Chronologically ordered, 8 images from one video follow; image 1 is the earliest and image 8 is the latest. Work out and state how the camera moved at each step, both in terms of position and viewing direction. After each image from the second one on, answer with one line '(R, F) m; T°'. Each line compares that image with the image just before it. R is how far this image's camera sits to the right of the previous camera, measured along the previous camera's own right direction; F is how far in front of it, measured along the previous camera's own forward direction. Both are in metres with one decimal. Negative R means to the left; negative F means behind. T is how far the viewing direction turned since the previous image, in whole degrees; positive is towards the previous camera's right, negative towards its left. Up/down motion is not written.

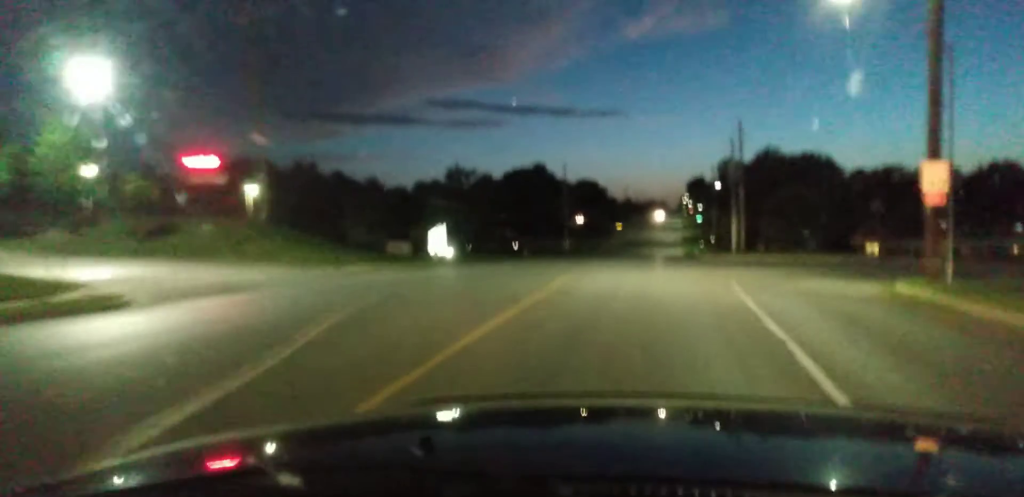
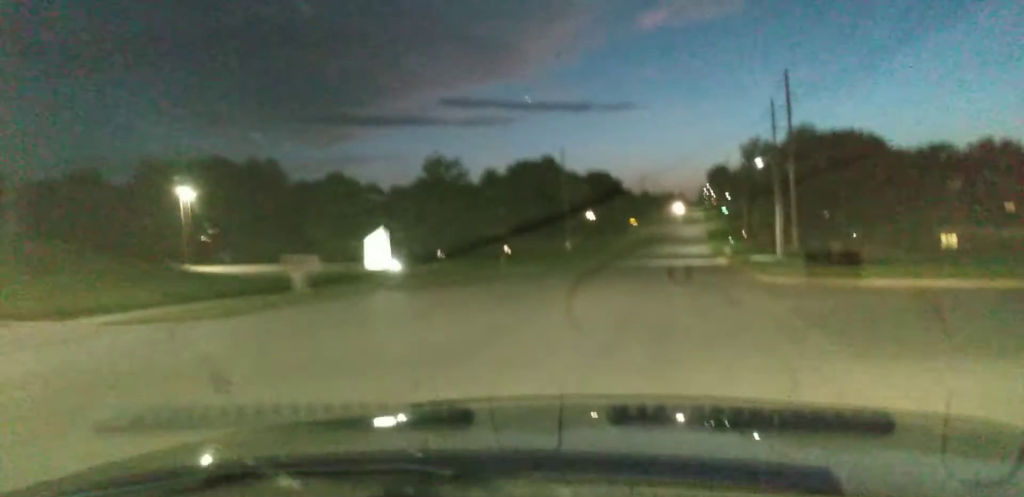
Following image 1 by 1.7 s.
(+0.5, +19.7) m; +1°
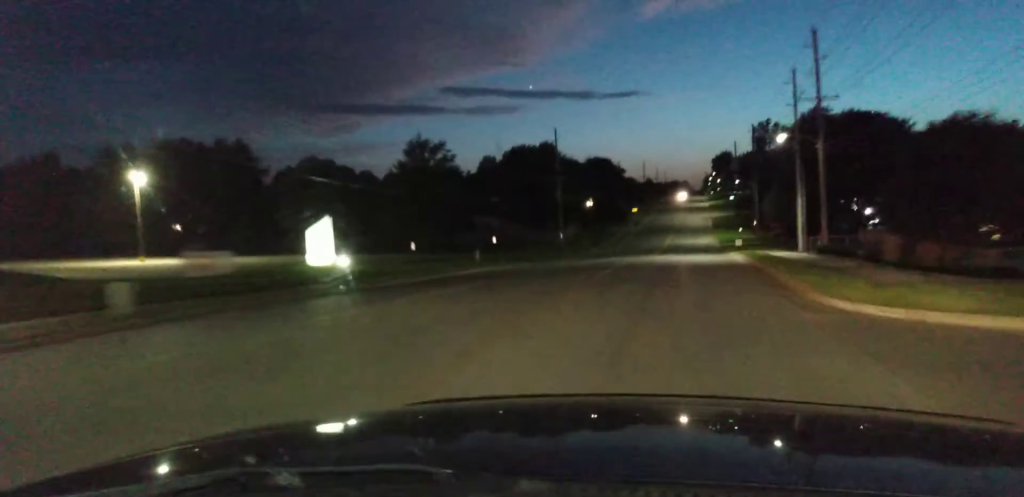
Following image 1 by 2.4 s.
(-0.2, +9.7) m; -1°
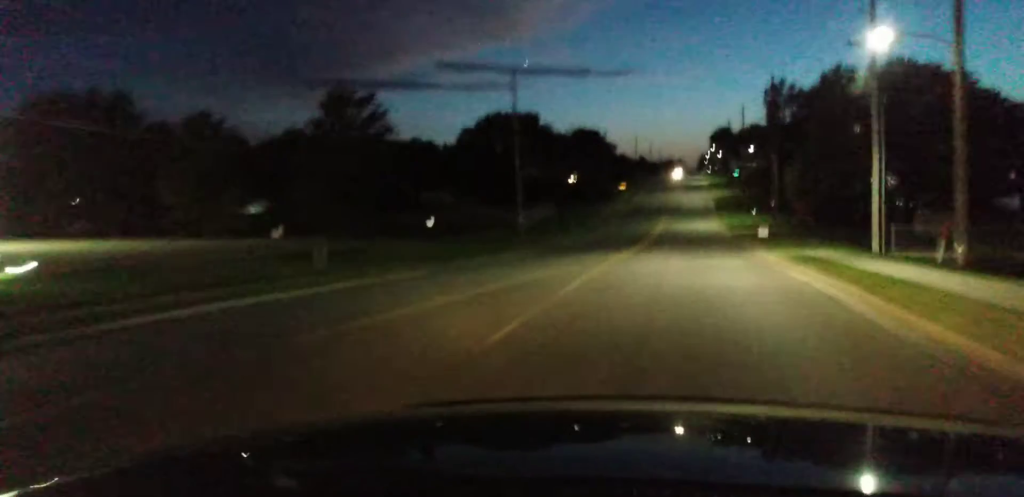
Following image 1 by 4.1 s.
(-0.4, +24.1) m; -1°
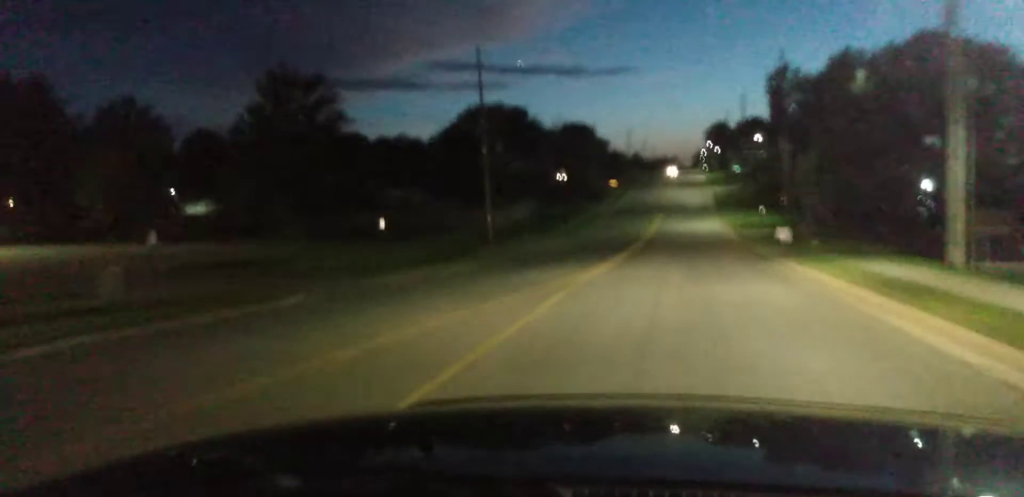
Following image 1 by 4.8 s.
(0.0, +10.5) m; +1°
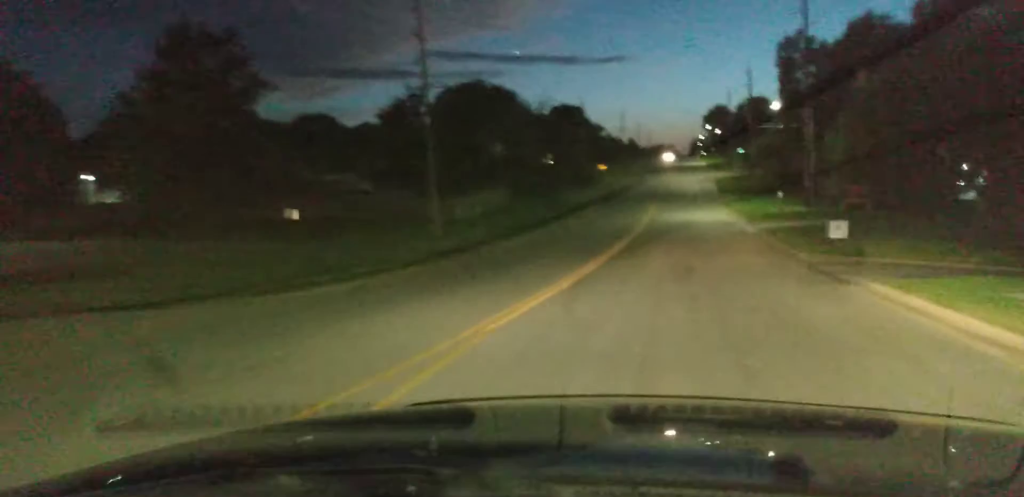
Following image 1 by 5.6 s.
(+0.3, +13.5) m; +1°
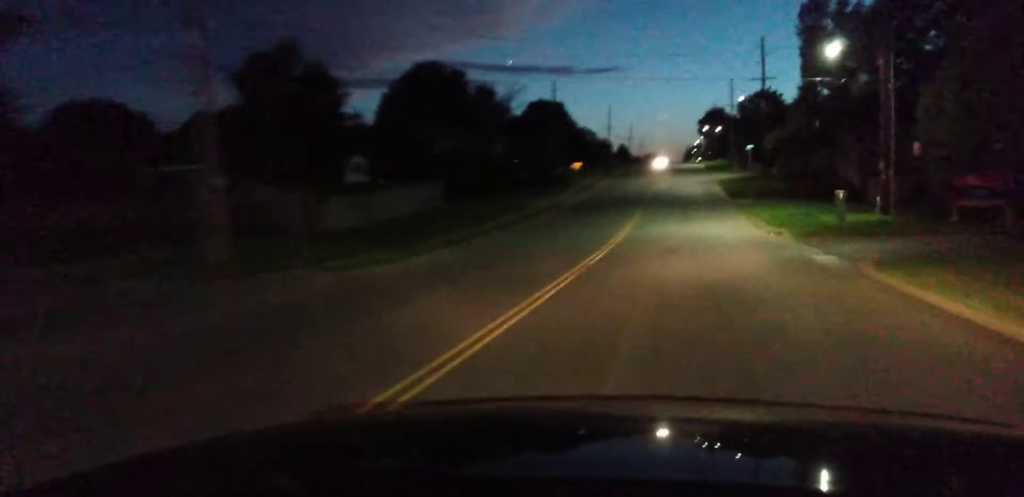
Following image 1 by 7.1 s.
(+0.1, +24.0) m; +1°
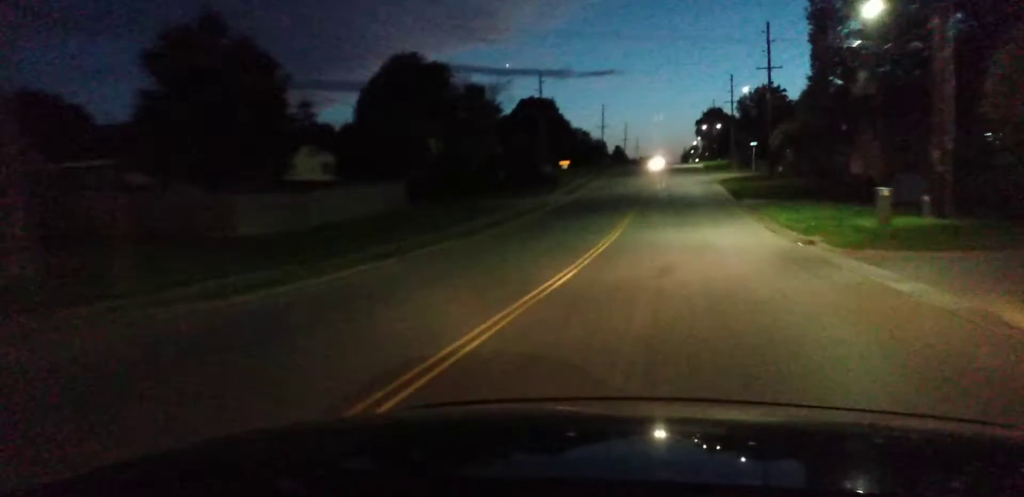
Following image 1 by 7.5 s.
(+0.1, +8.1) m; 0°
